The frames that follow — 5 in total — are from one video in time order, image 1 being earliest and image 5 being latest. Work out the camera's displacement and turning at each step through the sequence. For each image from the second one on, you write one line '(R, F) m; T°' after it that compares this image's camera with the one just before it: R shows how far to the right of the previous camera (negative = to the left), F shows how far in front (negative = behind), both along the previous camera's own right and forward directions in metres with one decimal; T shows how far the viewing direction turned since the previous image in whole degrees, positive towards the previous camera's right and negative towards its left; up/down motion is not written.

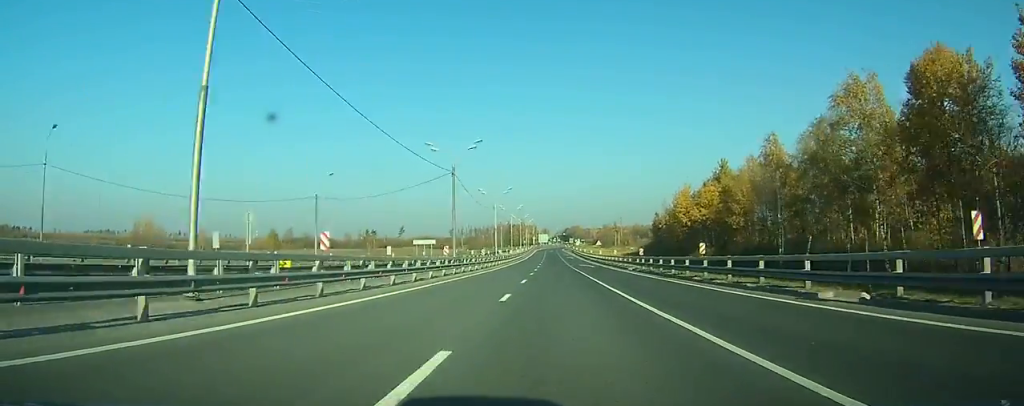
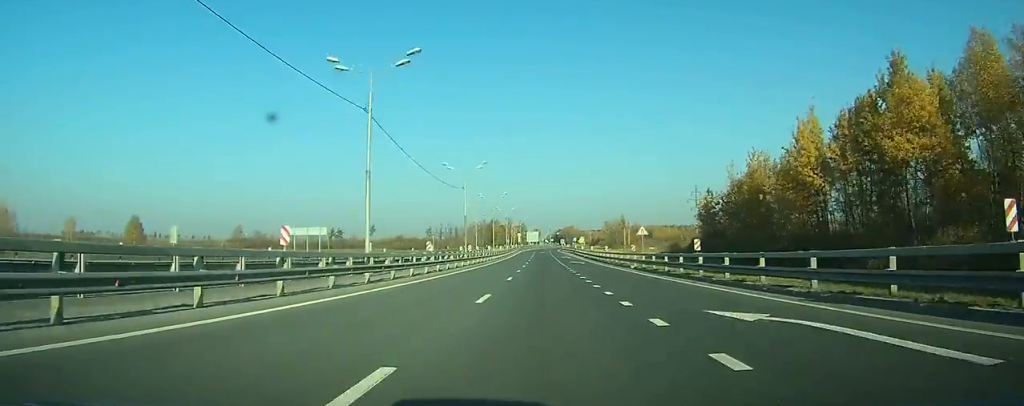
(+0.4, +58.4) m; +1°
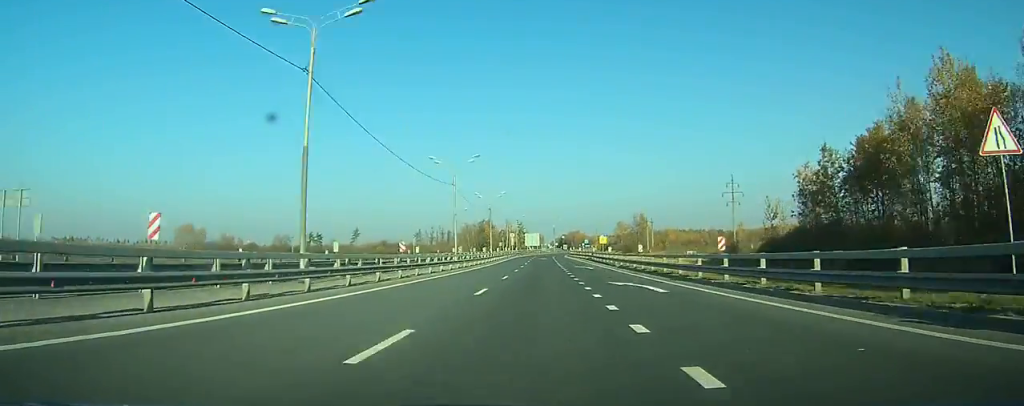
(+0.1, +44.9) m; 0°
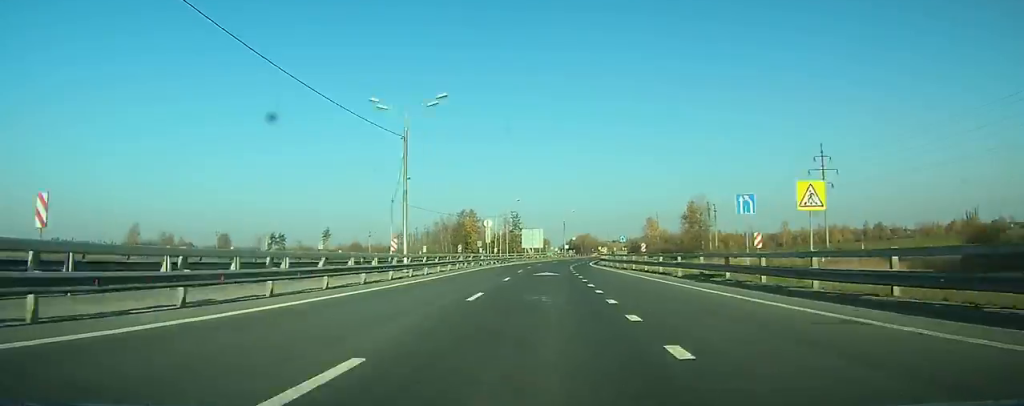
(-0.2, +63.4) m; 0°
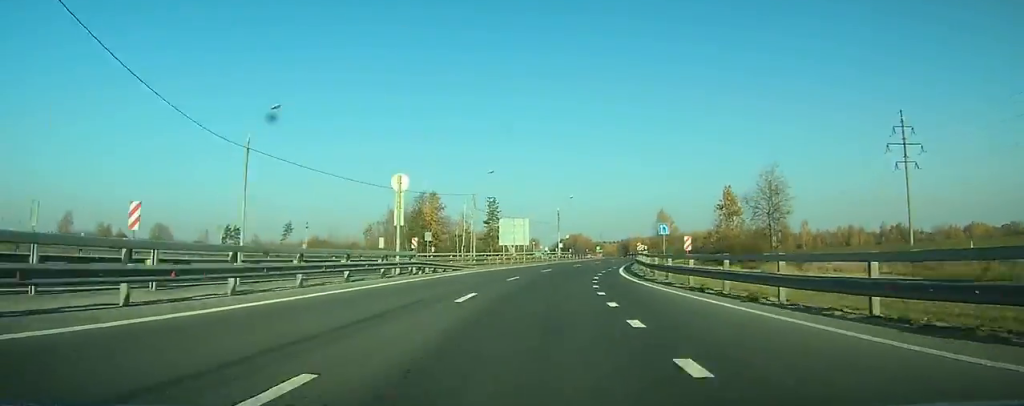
(+0.1, +37.7) m; +2°
